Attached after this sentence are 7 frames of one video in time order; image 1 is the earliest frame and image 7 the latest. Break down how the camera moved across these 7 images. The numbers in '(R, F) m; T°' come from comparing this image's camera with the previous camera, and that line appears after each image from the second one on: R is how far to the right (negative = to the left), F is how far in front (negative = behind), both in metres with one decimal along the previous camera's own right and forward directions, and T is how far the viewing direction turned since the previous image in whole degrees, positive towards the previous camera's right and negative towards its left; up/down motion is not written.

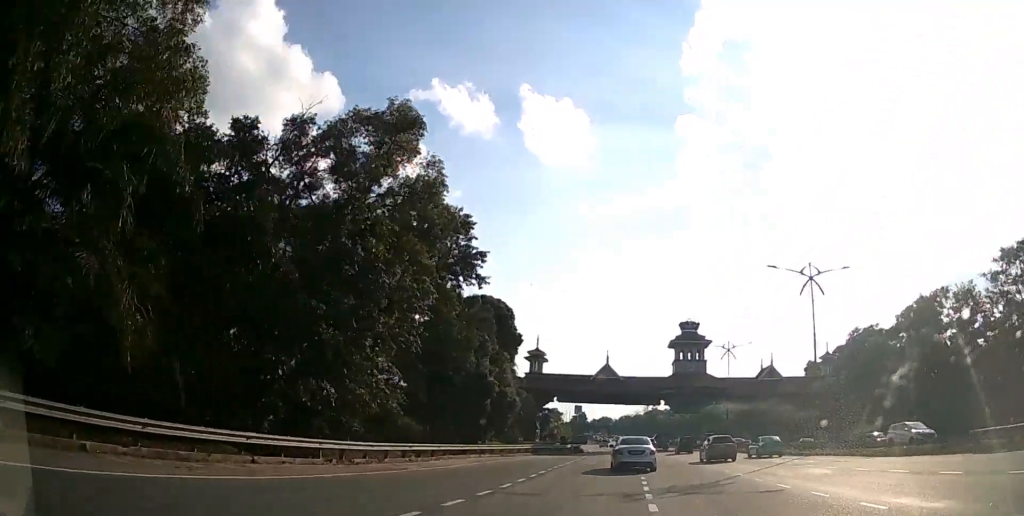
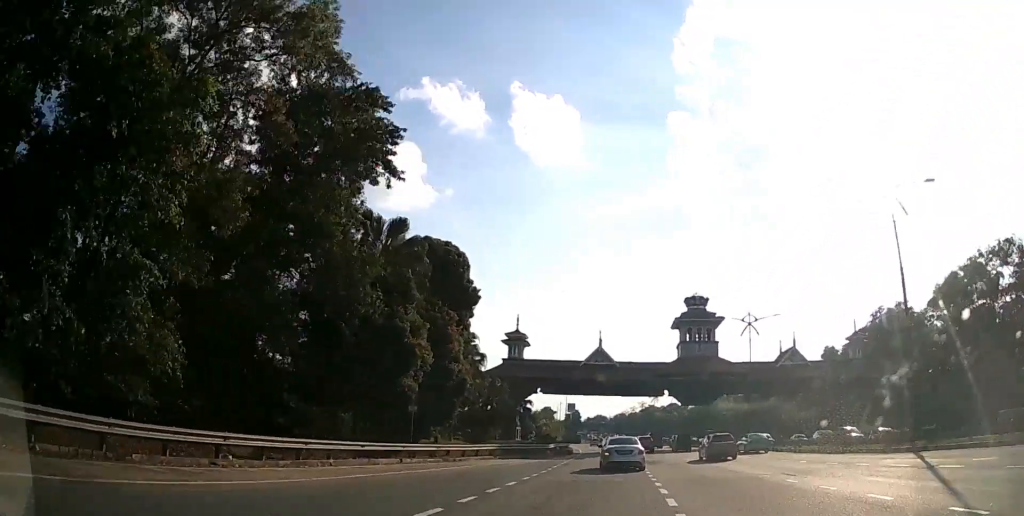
(-0.1, +13.2) m; 0°
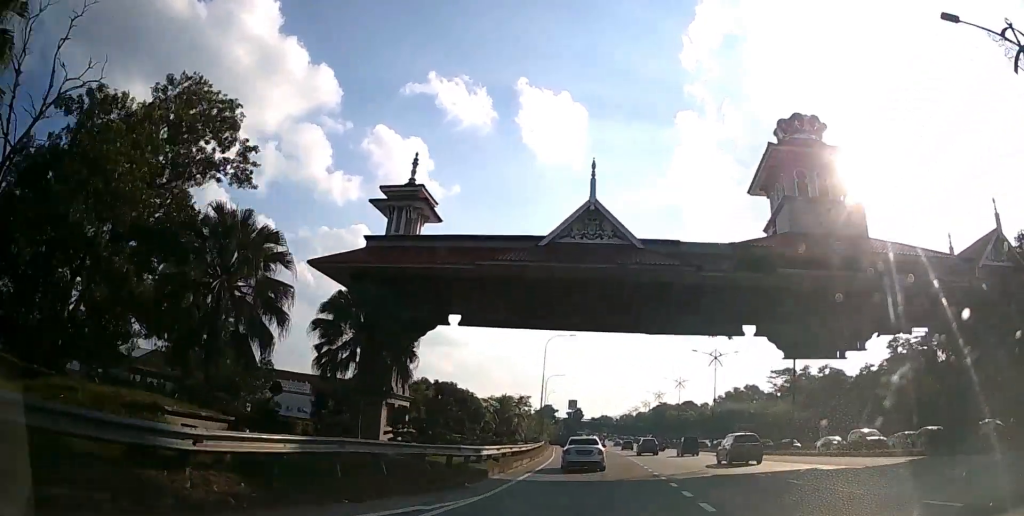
(+0.1, +41.8) m; -1°
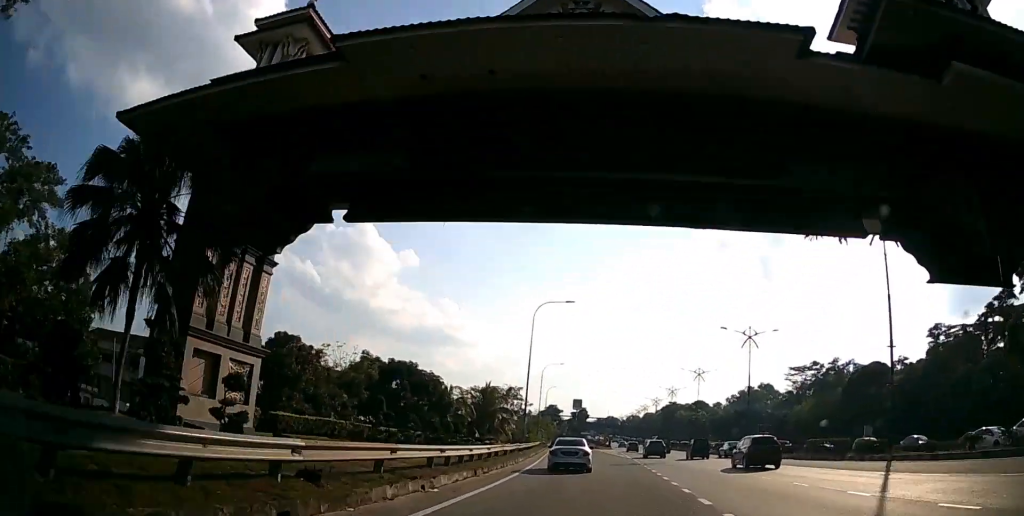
(-0.1, +14.7) m; -1°
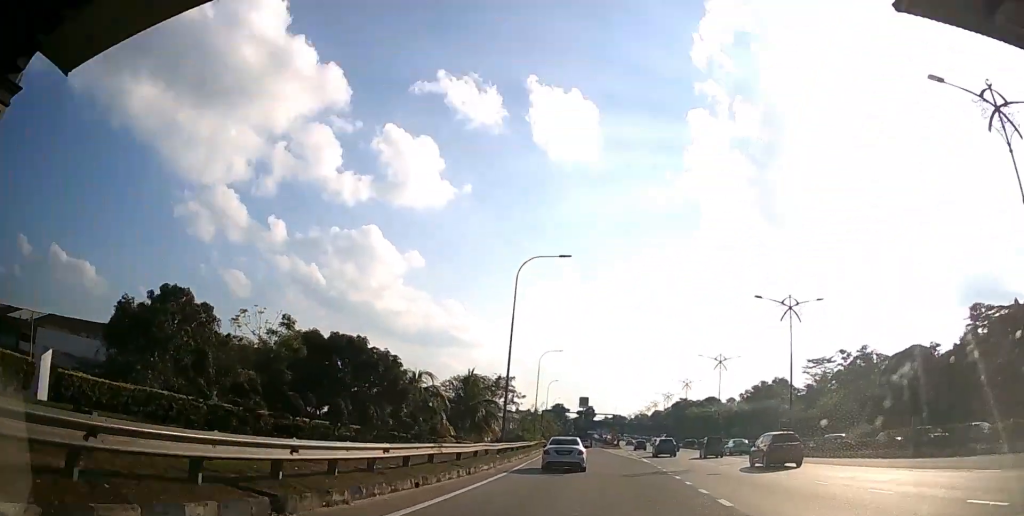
(0.0, +11.5) m; -1°
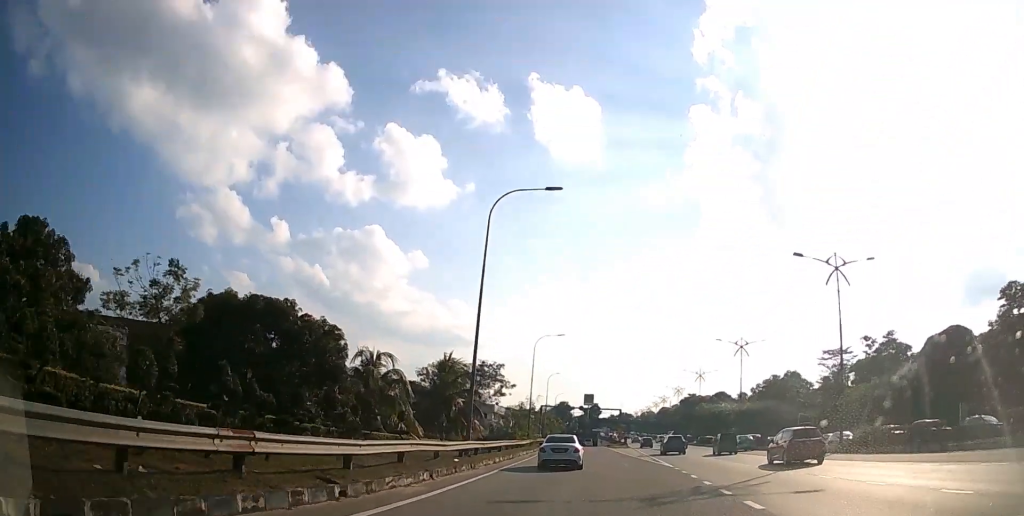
(-0.1, +9.3) m; 0°
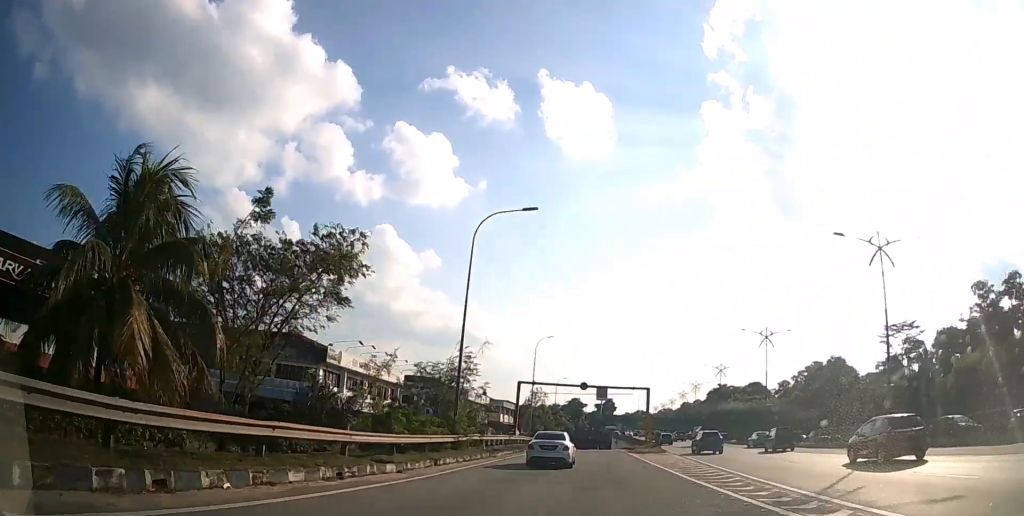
(-0.4, +33.6) m; -1°
